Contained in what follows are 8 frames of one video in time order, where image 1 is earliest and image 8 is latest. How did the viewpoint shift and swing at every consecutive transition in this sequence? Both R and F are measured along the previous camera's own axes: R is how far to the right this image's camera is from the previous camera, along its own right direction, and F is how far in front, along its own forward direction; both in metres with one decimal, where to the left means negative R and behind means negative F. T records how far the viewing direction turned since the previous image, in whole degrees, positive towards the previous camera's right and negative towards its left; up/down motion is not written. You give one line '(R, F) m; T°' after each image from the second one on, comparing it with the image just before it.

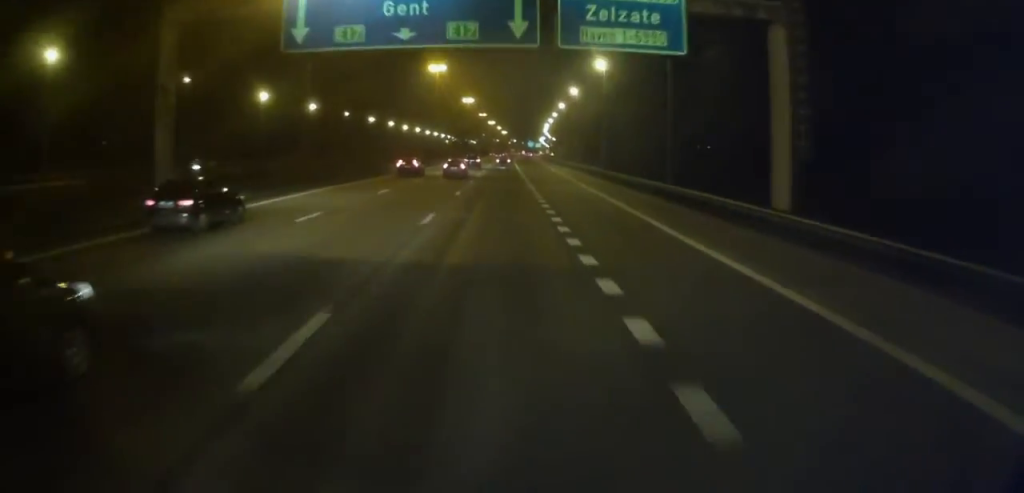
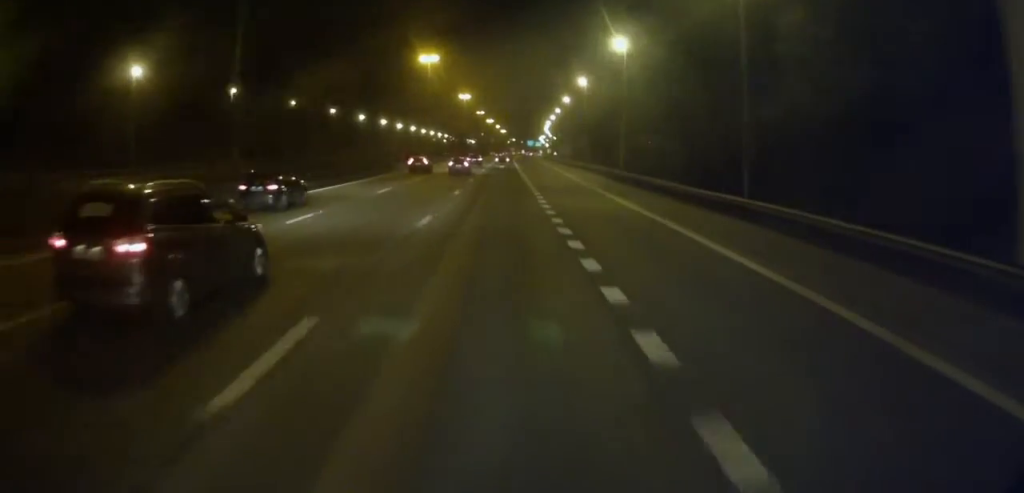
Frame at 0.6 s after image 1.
(+0.2, +13.3) m; 0°
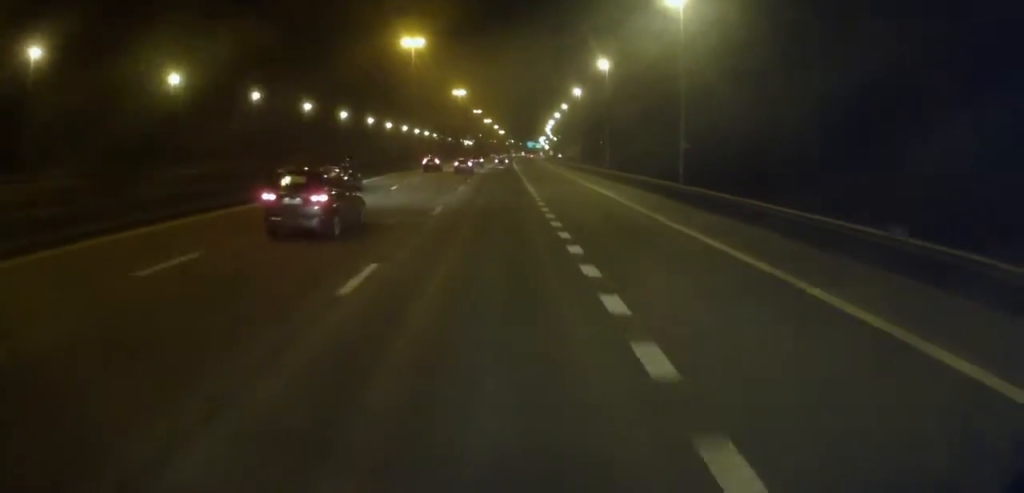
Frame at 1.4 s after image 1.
(+0.1, +20.4) m; -1°
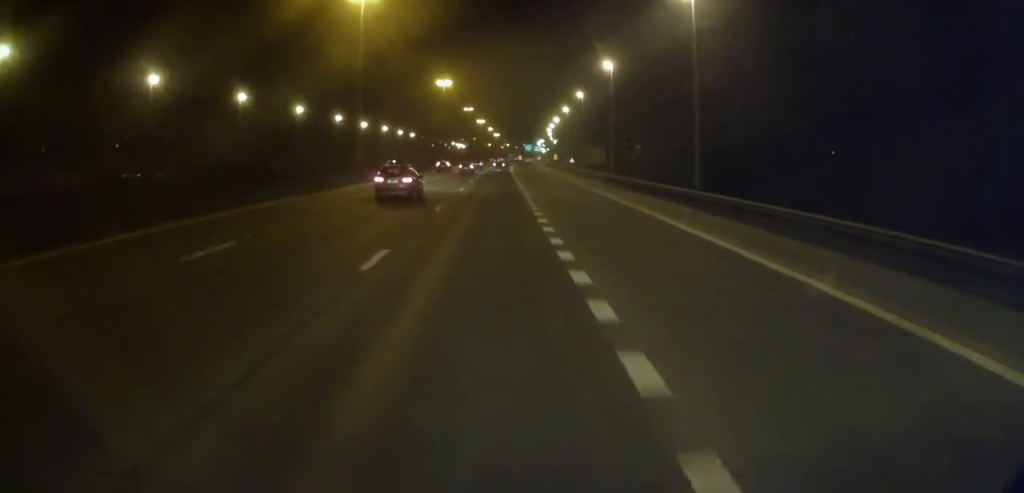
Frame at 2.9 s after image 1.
(-0.3, +35.2) m; +1°
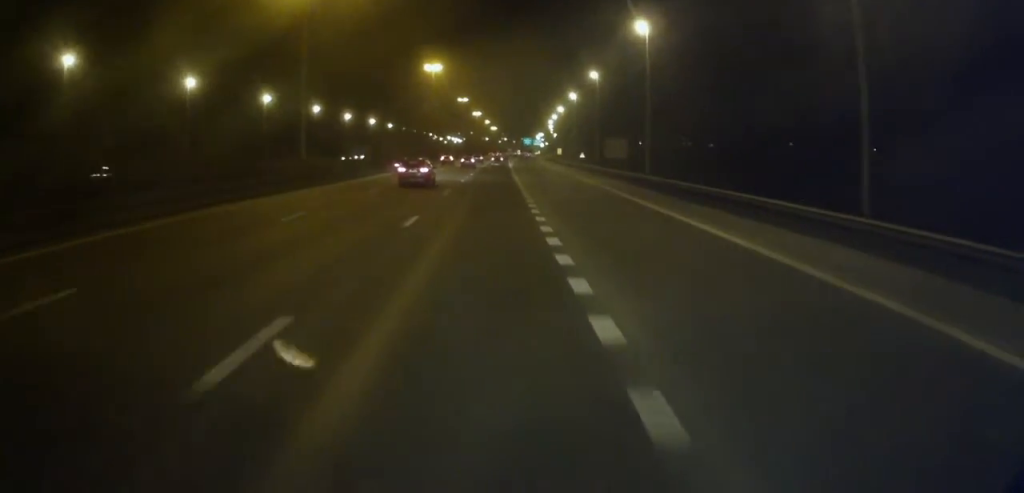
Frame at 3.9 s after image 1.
(+0.5, +21.9) m; +1°
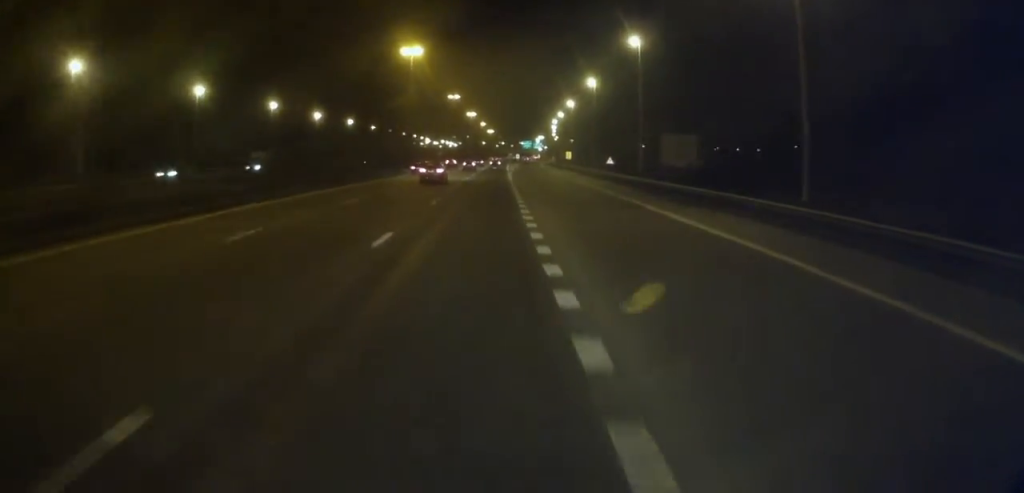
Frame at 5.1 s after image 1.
(-0.4, +28.2) m; -1°
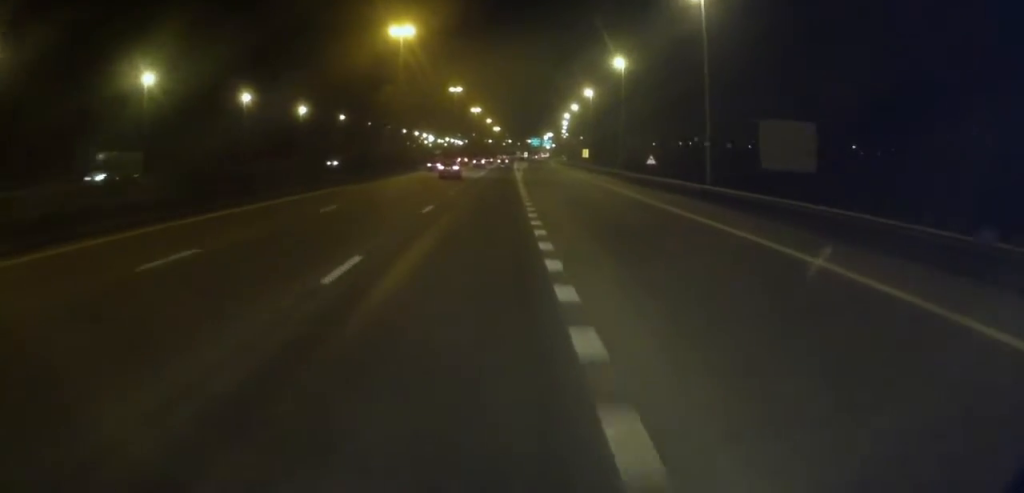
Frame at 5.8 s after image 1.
(-0.1, +17.2) m; 0°
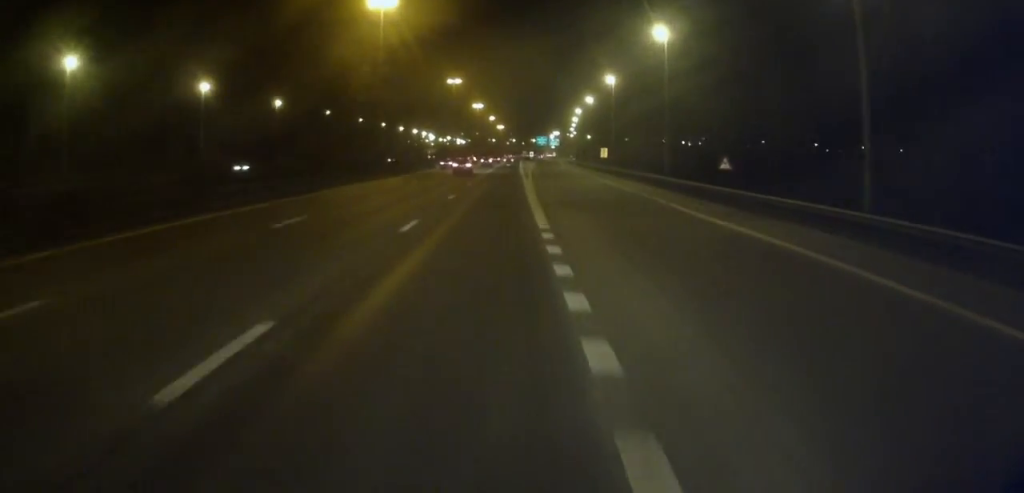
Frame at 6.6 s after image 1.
(+0.3, +18.0) m; +1°
